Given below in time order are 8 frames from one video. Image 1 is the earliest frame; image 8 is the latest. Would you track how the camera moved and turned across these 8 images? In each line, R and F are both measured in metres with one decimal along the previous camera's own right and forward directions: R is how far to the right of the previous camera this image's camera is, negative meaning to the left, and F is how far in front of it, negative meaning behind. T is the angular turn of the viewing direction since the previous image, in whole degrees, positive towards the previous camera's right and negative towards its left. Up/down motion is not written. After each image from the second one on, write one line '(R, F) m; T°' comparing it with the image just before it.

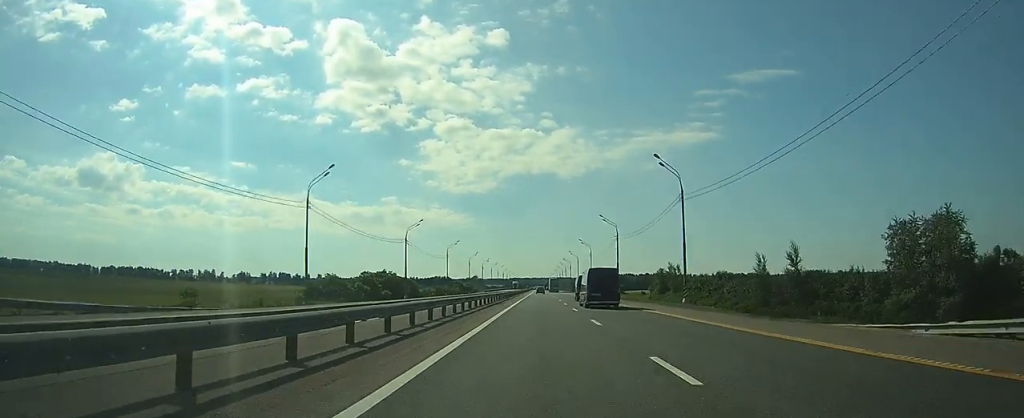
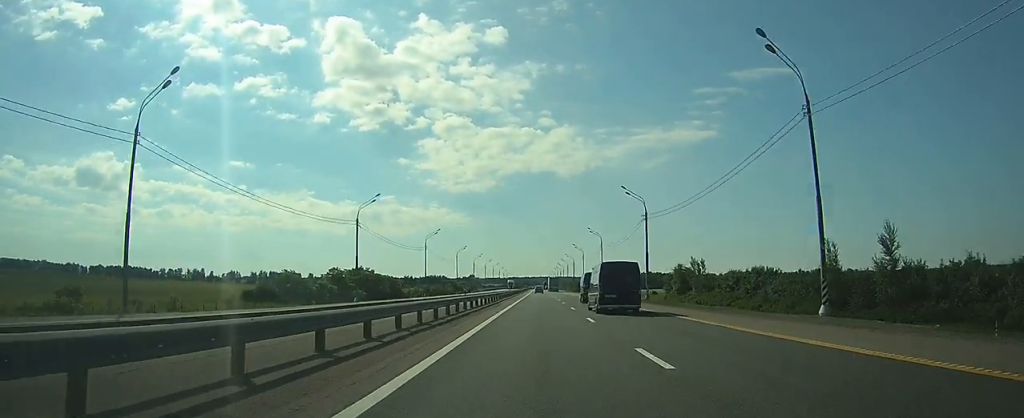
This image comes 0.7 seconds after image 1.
(0.0, +22.6) m; 0°
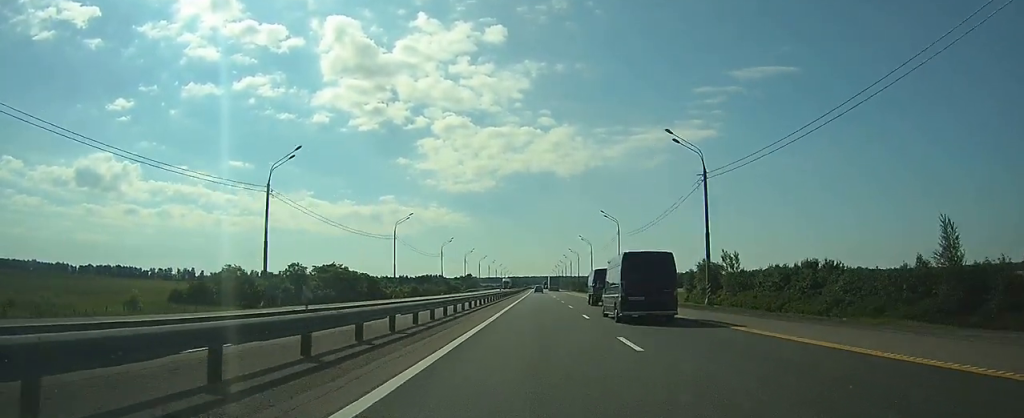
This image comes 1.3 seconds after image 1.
(0.0, +21.5) m; 0°
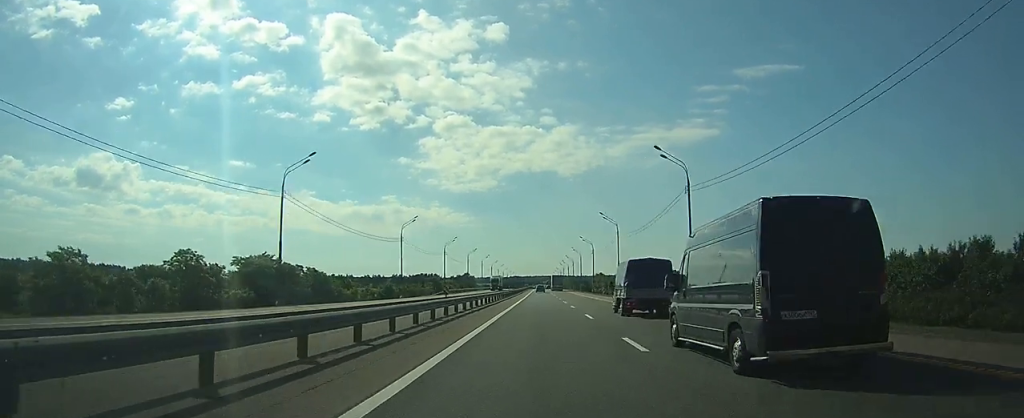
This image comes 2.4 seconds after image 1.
(0.0, +36.2) m; 0°
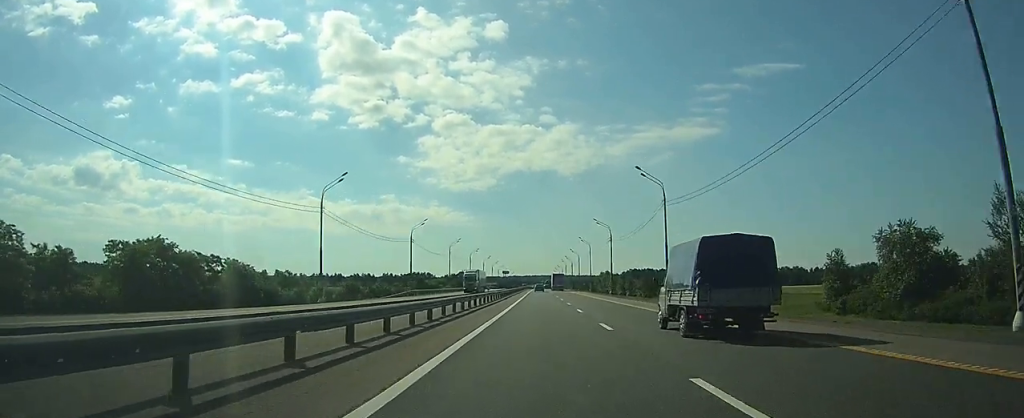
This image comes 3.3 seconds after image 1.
(0.0, +30.6) m; 0°
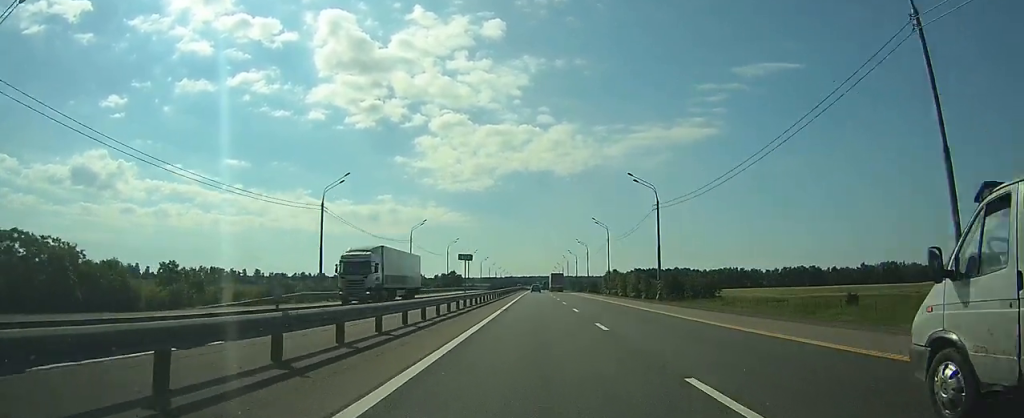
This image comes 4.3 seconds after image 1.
(+0.1, +36.3) m; 0°
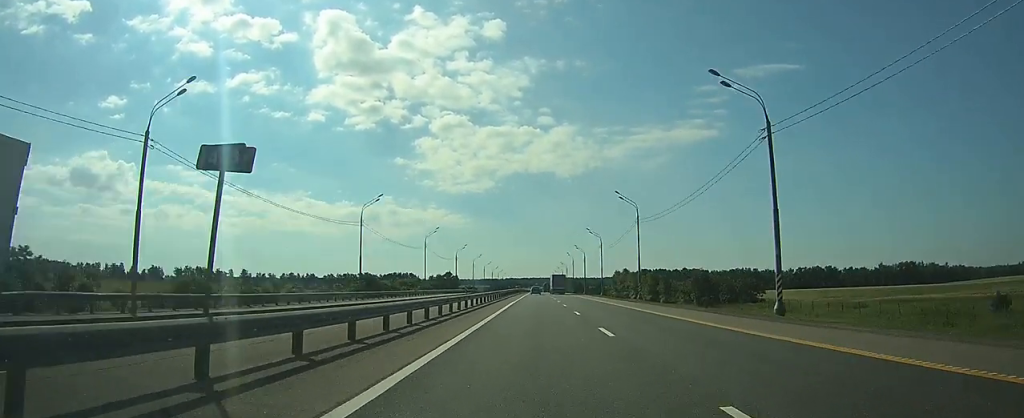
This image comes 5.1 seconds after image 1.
(+0.1, +26.1) m; 0°
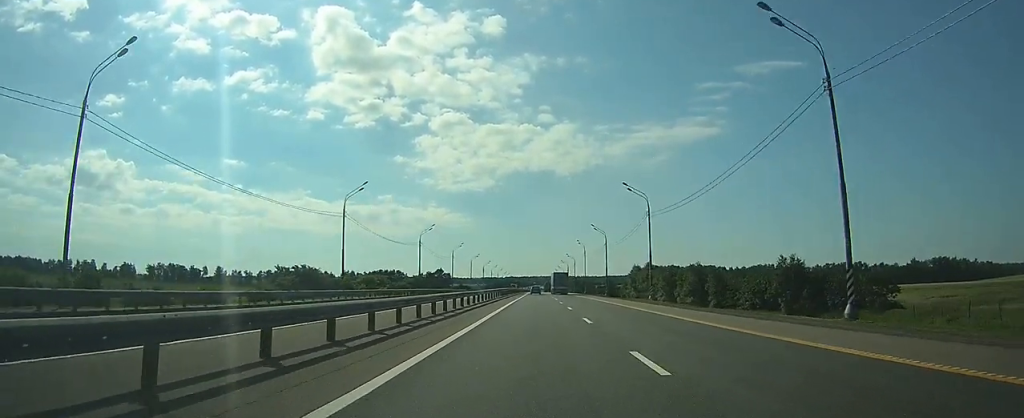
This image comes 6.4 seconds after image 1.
(-0.1, +43.1) m; 0°
